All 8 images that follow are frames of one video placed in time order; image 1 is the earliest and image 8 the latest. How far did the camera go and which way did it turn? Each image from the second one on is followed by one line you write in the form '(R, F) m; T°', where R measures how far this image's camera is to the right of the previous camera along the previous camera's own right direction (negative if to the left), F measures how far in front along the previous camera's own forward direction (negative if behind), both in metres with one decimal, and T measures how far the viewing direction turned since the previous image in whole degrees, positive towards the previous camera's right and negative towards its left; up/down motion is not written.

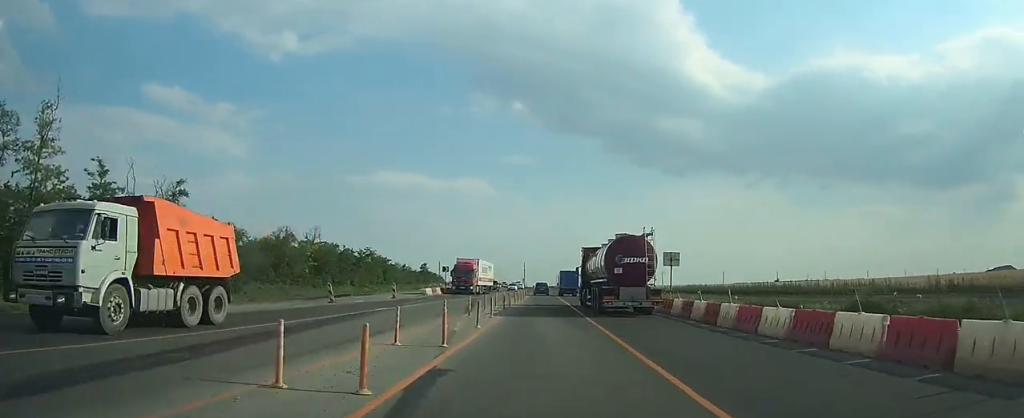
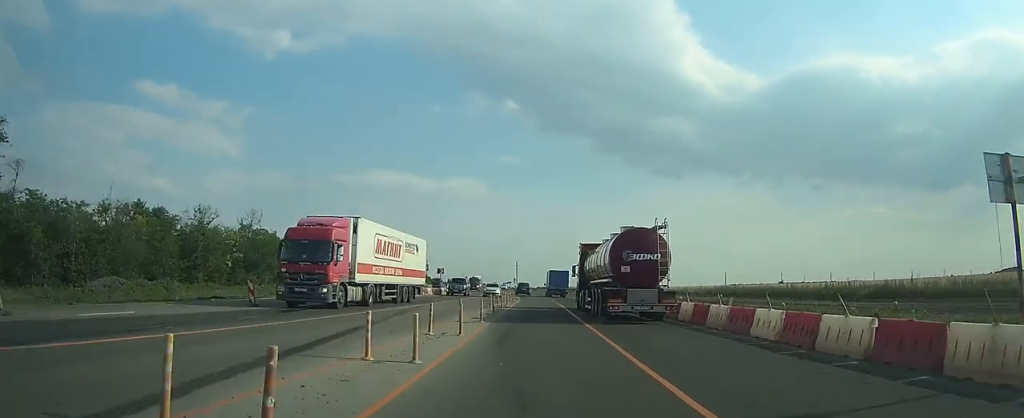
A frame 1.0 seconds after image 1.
(+0.4, +23.2) m; +2°
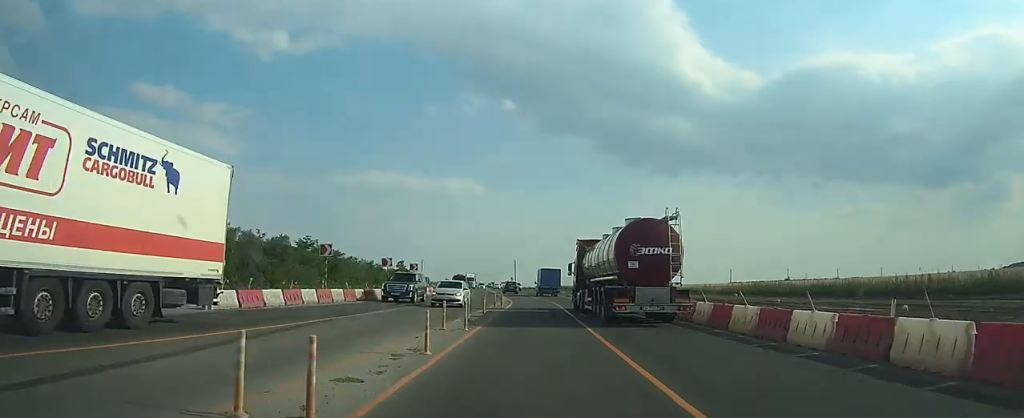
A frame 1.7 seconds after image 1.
(+0.1, +14.3) m; +1°
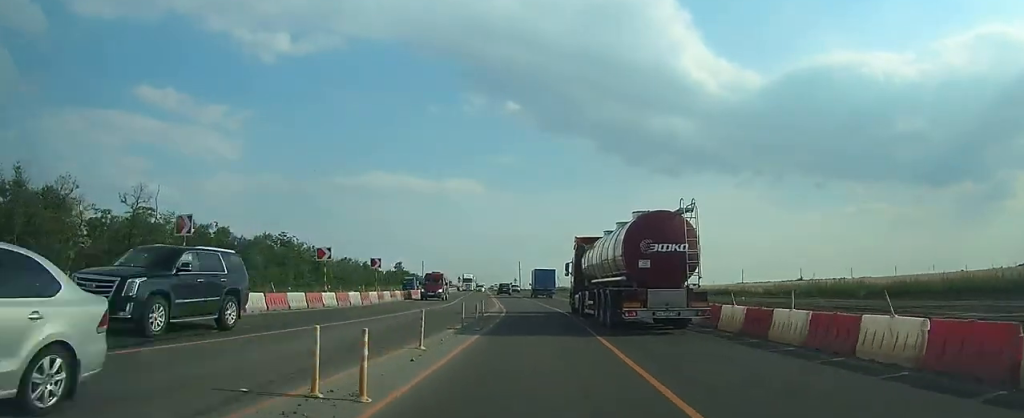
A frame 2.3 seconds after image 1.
(+0.1, +14.3) m; 0°
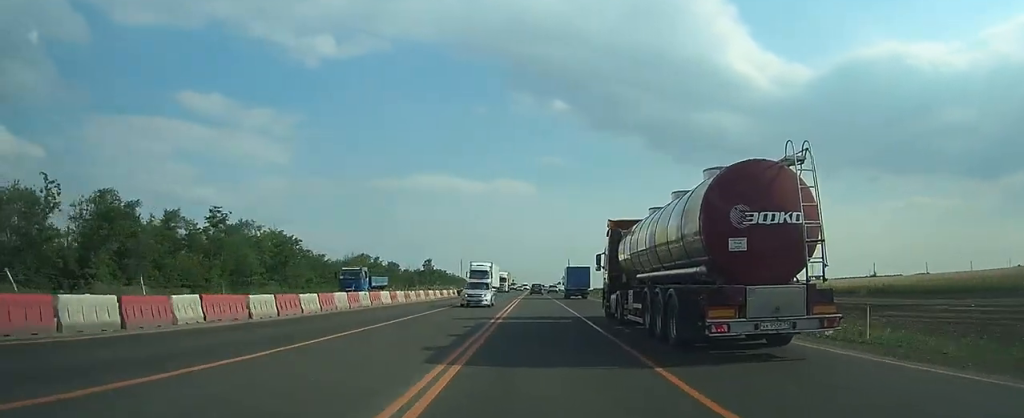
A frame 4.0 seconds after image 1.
(-0.1, +38.9) m; -2°
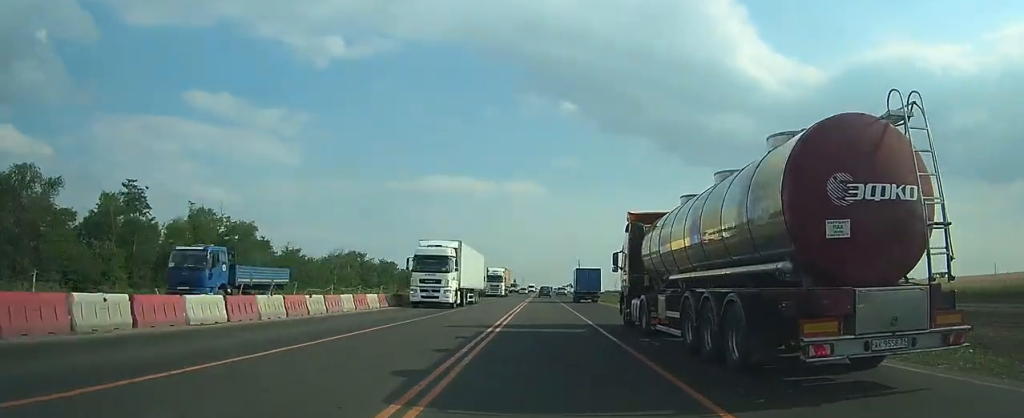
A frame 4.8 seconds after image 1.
(-0.4, +19.3) m; -2°
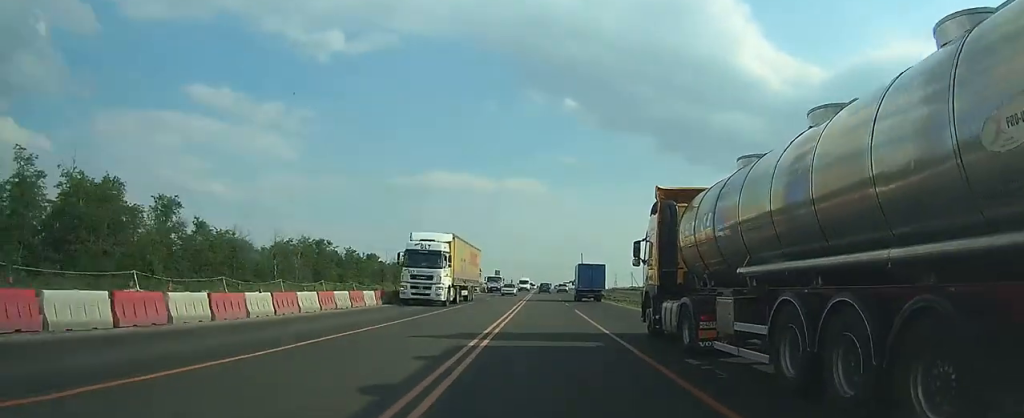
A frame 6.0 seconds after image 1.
(-0.5, +28.1) m; -2°
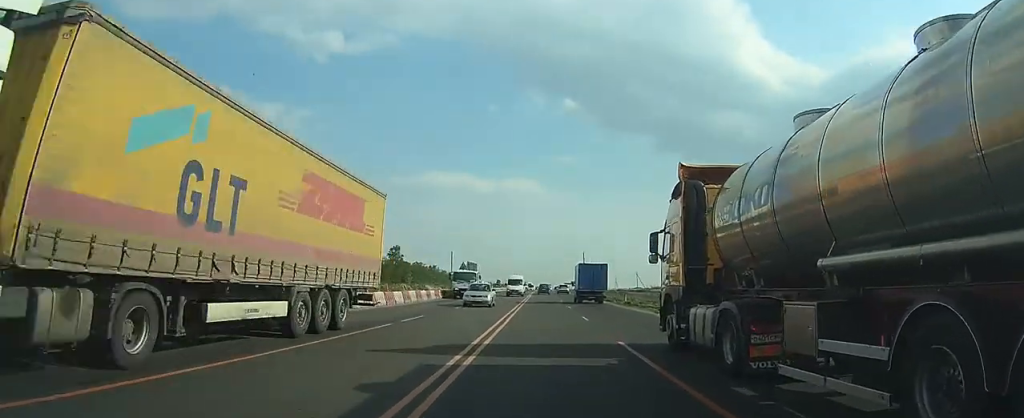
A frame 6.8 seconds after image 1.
(-0.1, +17.4) m; 0°
